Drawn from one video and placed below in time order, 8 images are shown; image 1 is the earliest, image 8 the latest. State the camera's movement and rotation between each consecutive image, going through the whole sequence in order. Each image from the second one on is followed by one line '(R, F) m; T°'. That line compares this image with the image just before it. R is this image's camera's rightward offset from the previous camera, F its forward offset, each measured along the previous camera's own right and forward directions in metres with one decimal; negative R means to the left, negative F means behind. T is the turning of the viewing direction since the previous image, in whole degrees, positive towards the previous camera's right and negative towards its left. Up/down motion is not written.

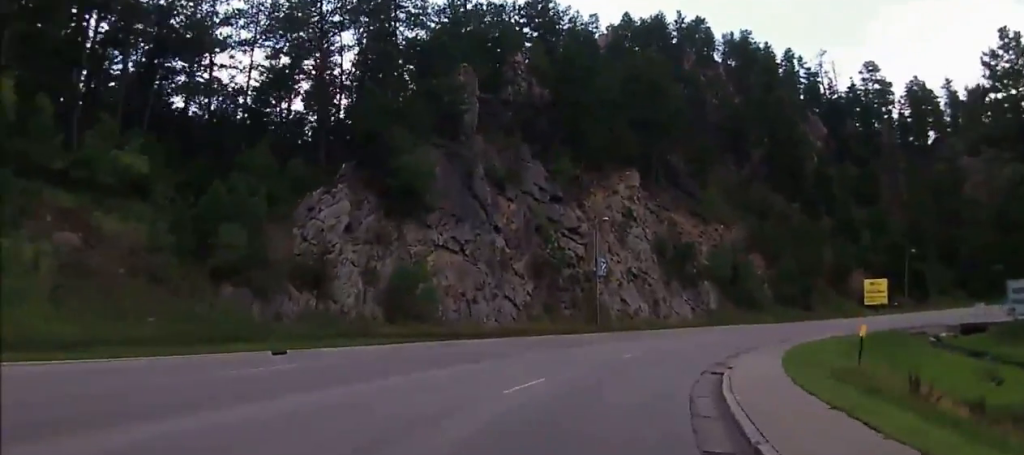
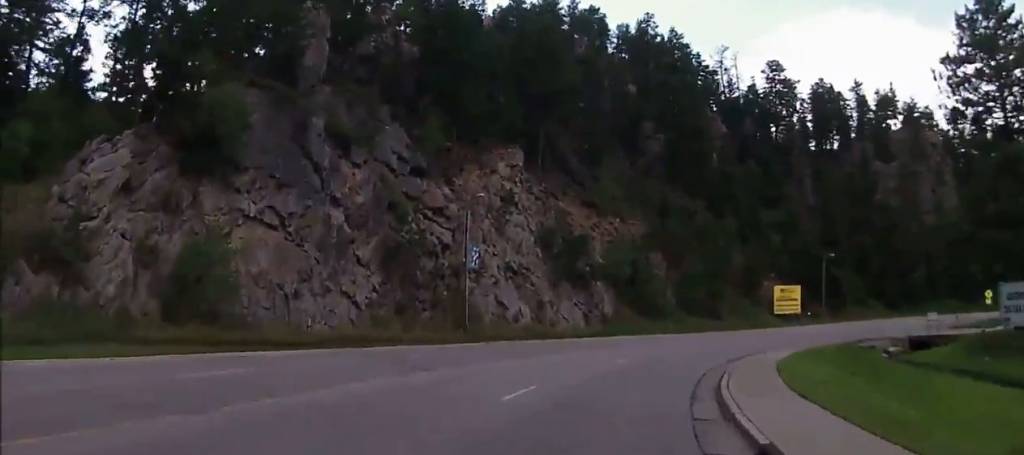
(+1.2, +12.2) m; +12°
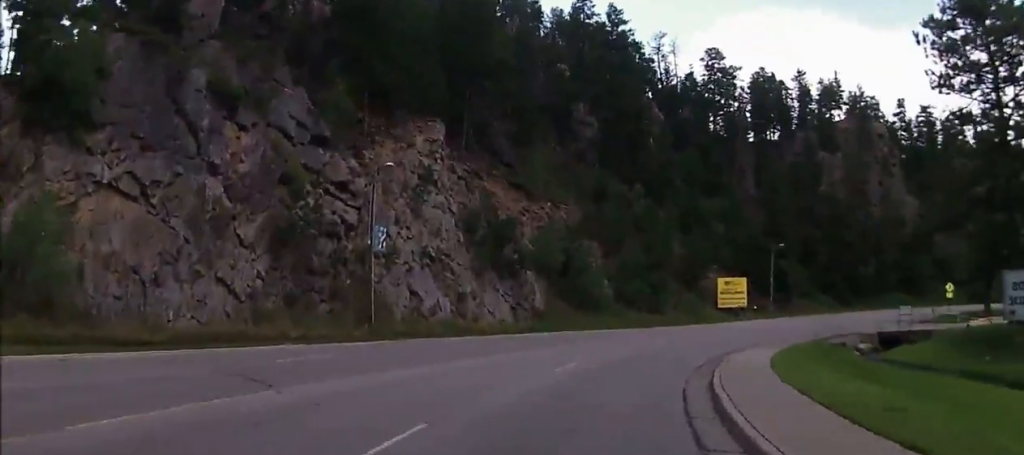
(+0.5, +6.7) m; +7°
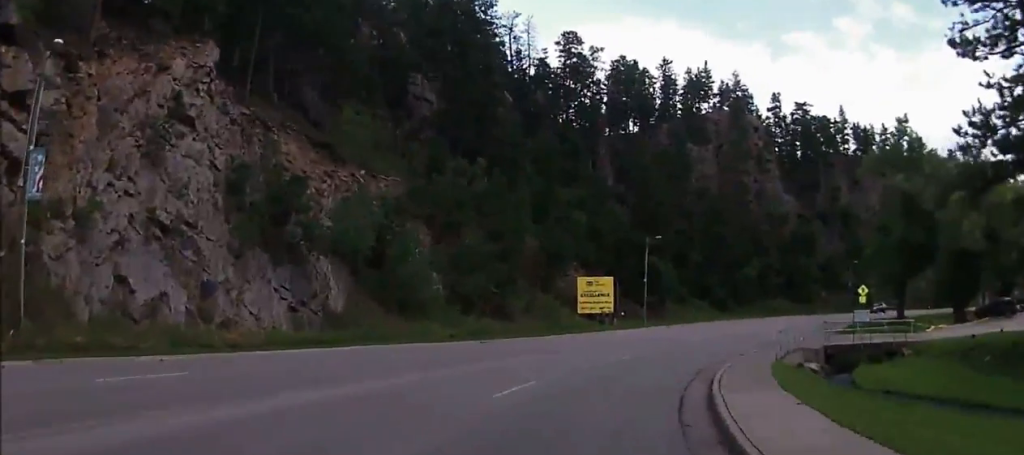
(+2.0, +16.9) m; +12°
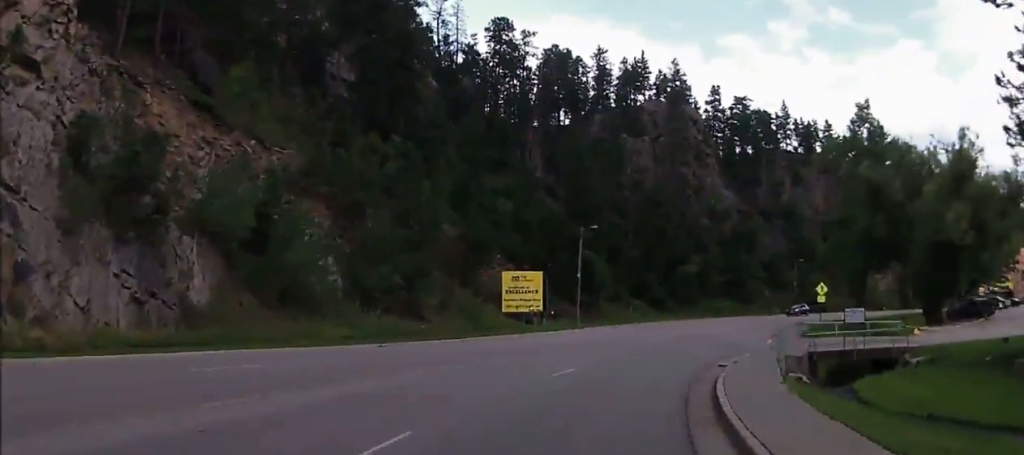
(+0.4, +8.0) m; +5°
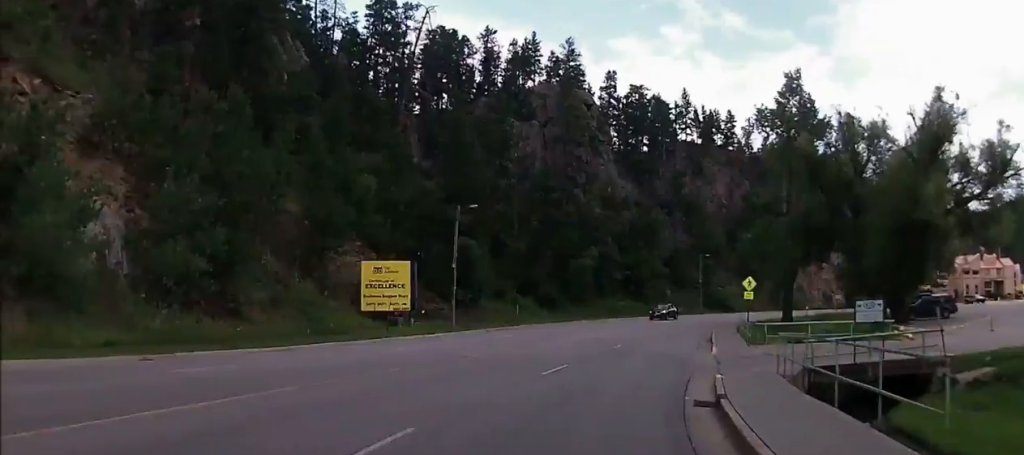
(+0.8, +11.9) m; +10°
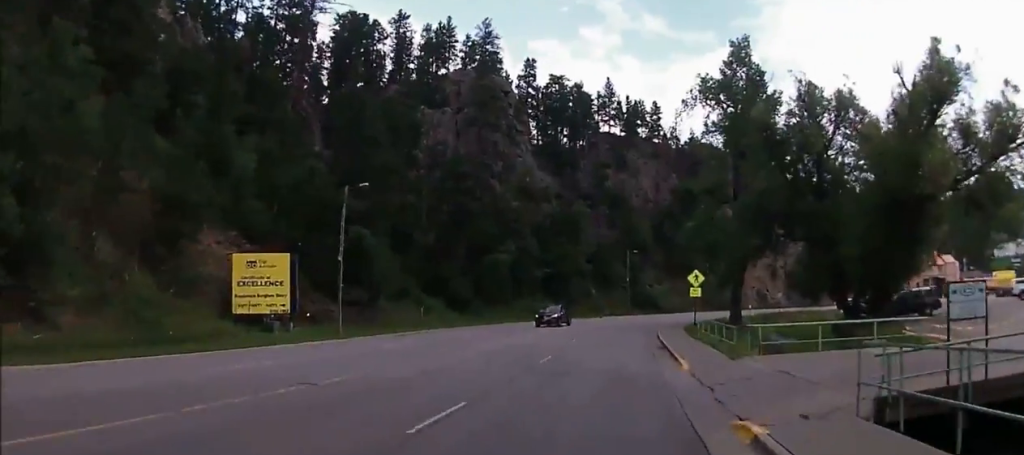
(+0.8, +9.3) m; +7°
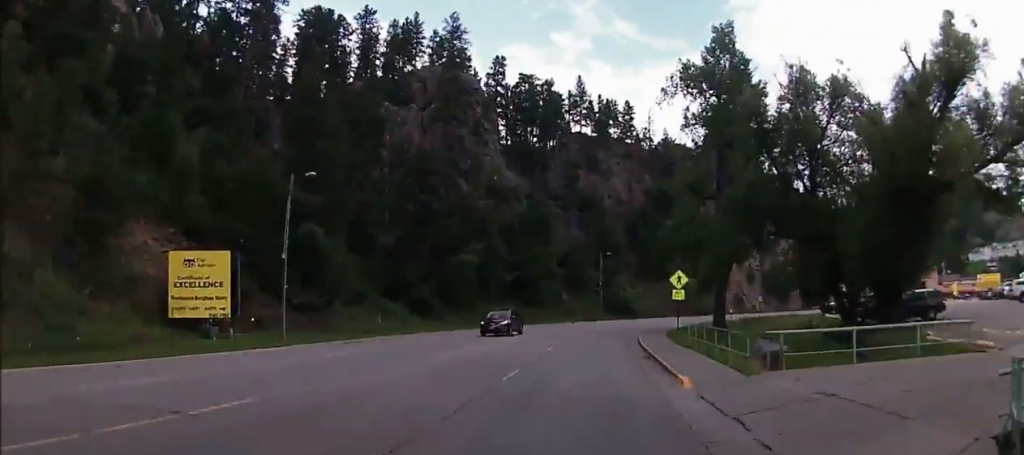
(+0.1, +4.5) m; +2°
